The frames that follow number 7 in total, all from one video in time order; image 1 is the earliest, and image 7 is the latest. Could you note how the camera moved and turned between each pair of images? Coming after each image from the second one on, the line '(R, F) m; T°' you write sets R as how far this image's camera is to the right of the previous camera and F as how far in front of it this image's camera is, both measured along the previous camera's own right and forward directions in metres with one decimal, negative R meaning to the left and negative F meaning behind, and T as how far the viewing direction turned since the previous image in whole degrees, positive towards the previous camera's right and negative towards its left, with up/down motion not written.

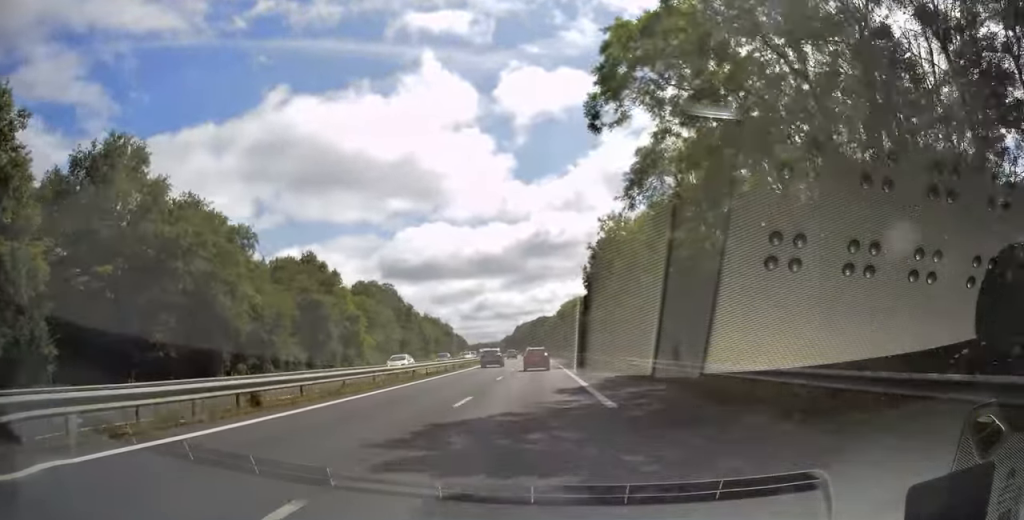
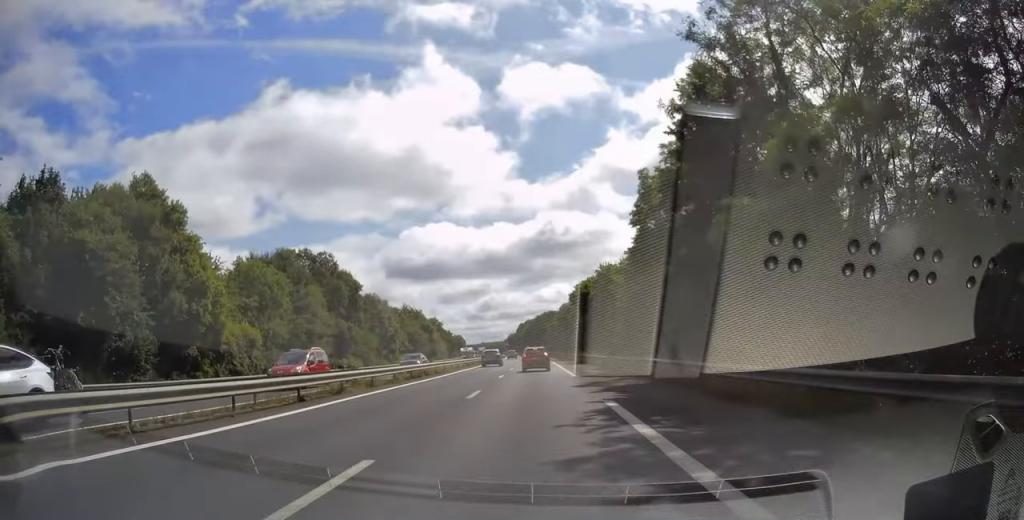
(-0.2, +36.1) m; 0°
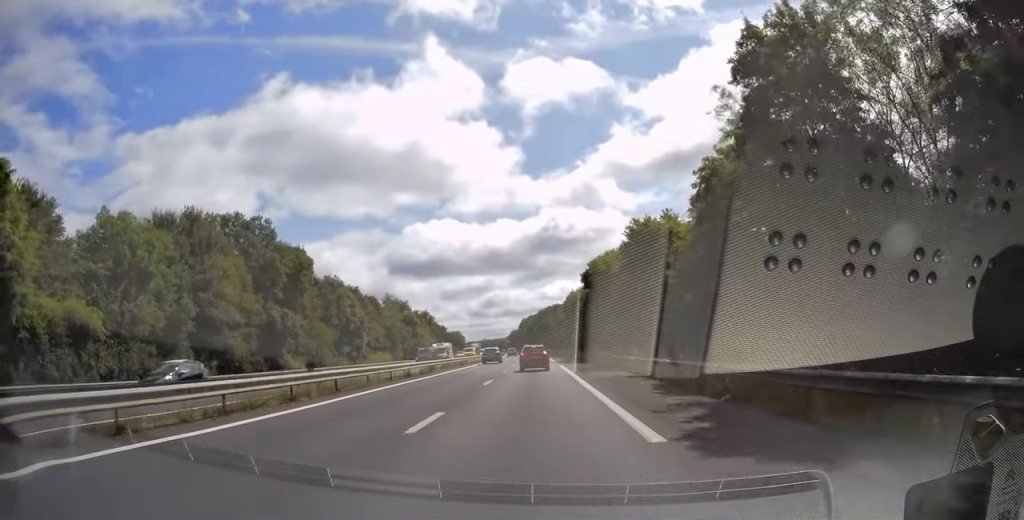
(0.0, +20.7) m; -1°
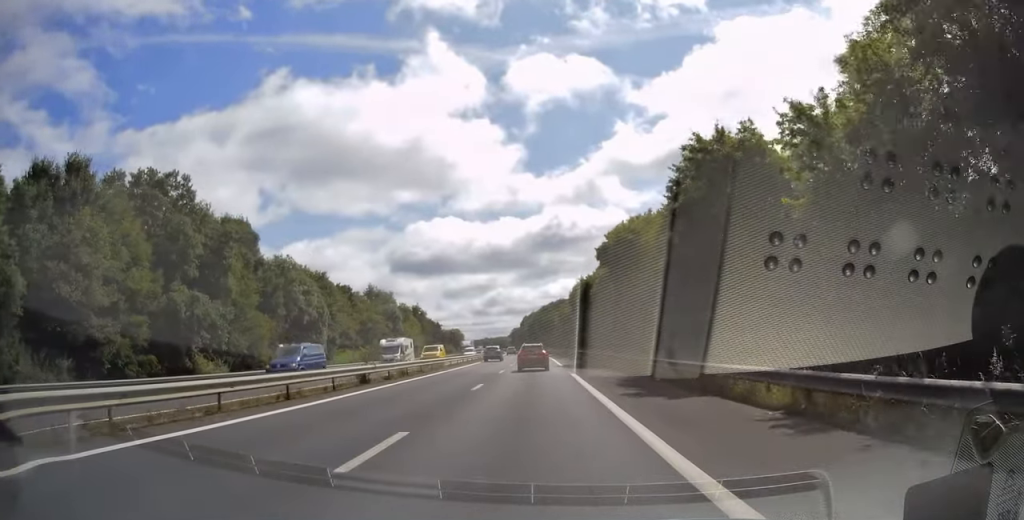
(-0.2, +16.9) m; -1°
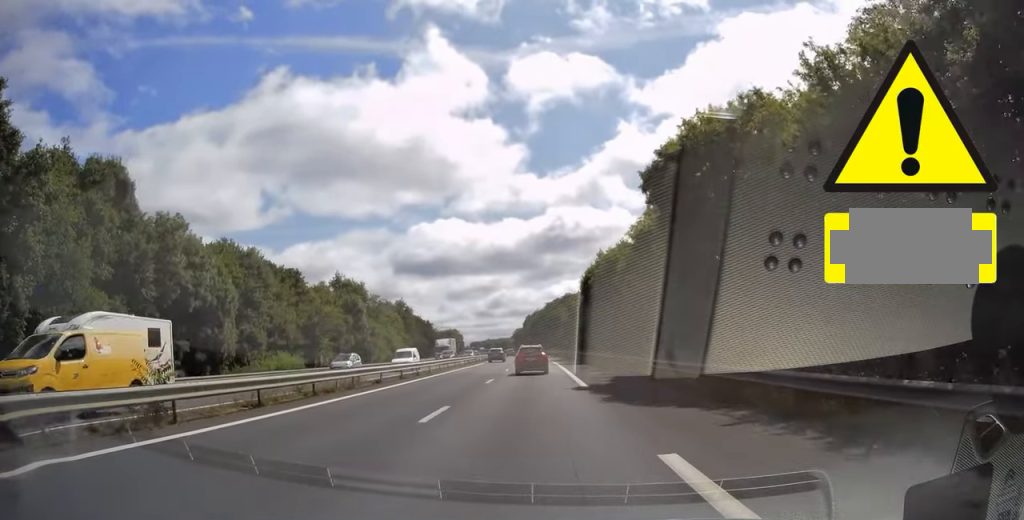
(-0.1, +22.8) m; 0°
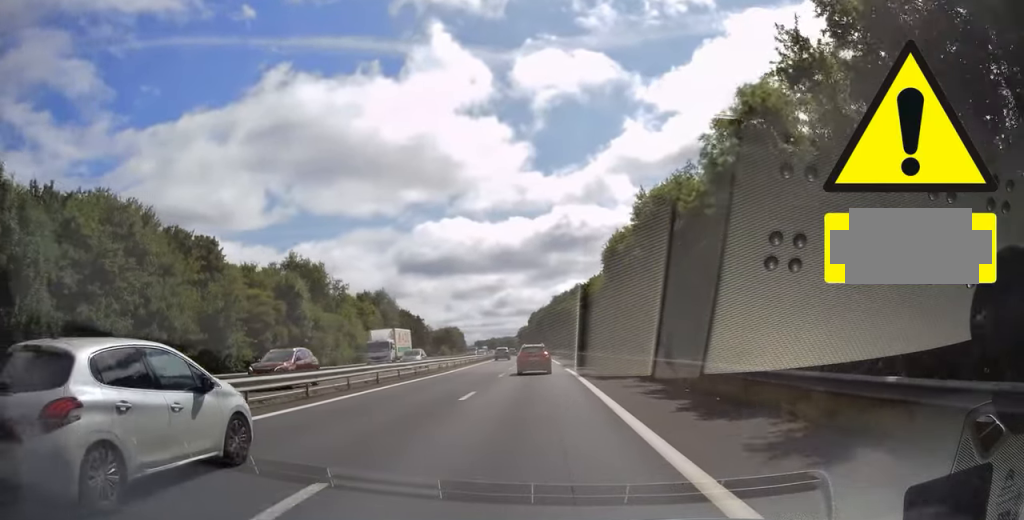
(-0.1, +21.6) m; 0°
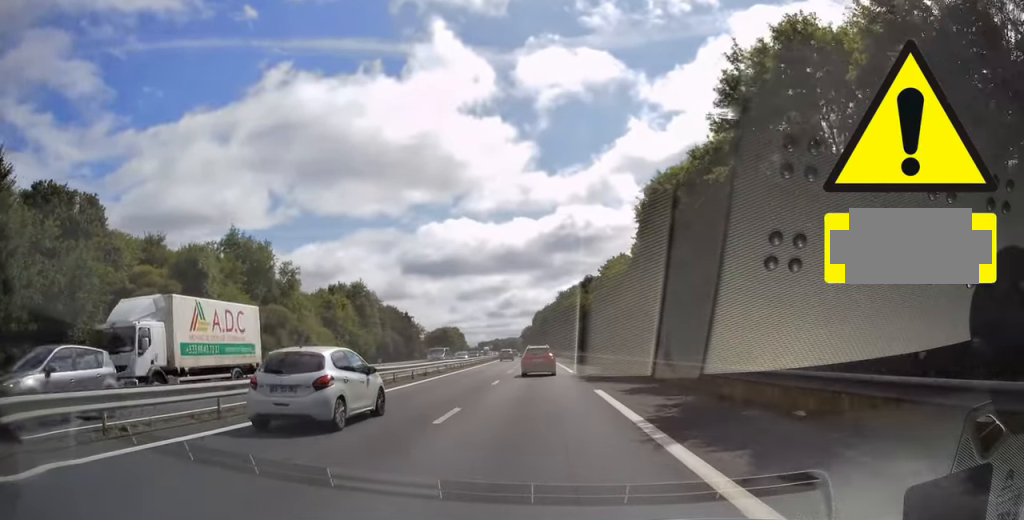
(0.0, +17.6) m; 0°
